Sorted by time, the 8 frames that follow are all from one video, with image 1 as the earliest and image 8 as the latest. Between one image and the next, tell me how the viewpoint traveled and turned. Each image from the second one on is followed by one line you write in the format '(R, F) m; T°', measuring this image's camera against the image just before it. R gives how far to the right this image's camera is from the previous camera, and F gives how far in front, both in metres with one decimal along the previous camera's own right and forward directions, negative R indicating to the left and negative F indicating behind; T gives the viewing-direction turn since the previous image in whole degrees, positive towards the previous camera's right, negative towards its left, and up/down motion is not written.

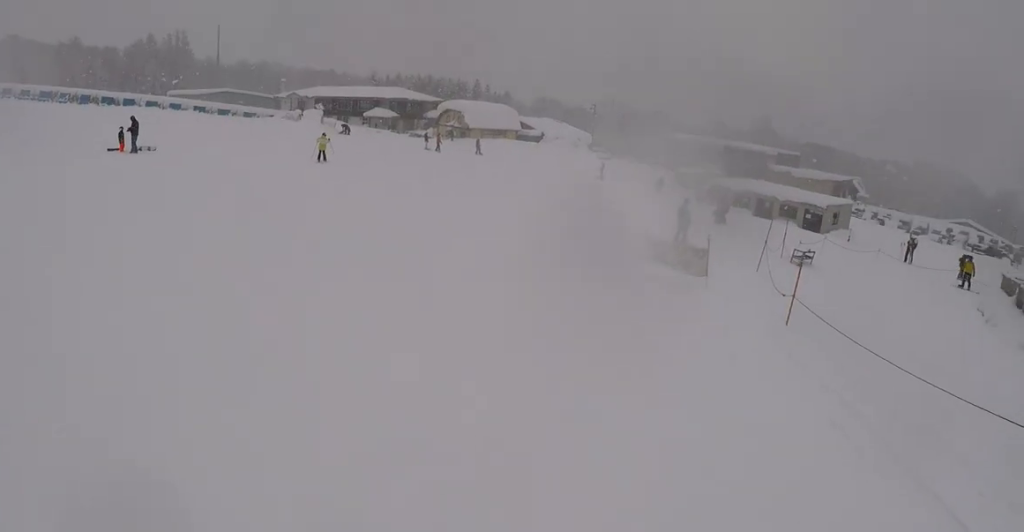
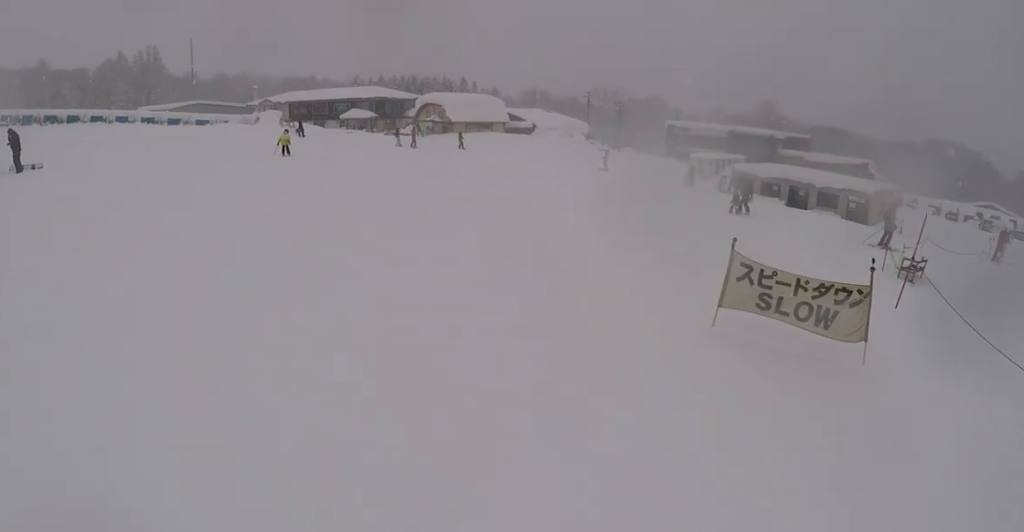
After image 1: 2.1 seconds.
(-0.2, +8.8) m; +14°
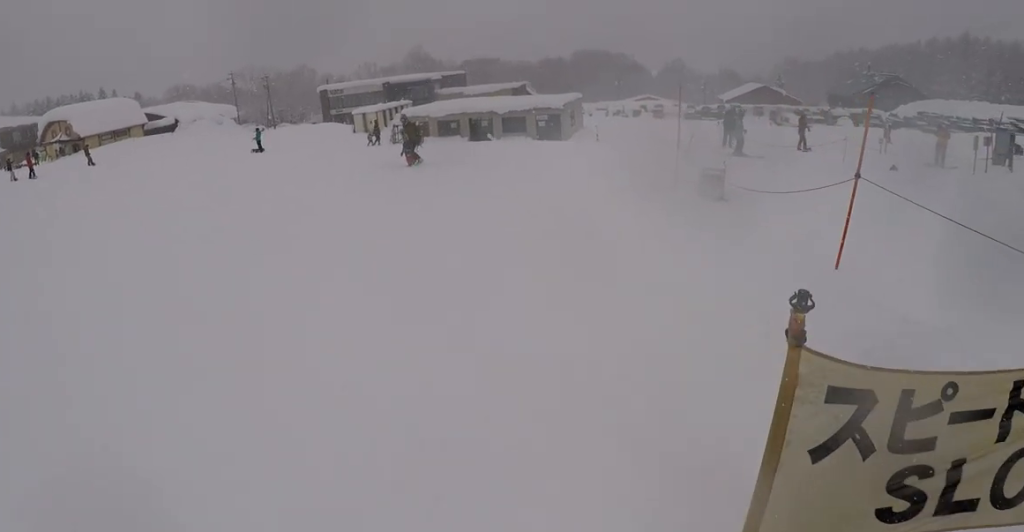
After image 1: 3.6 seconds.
(+1.4, +7.0) m; +10°
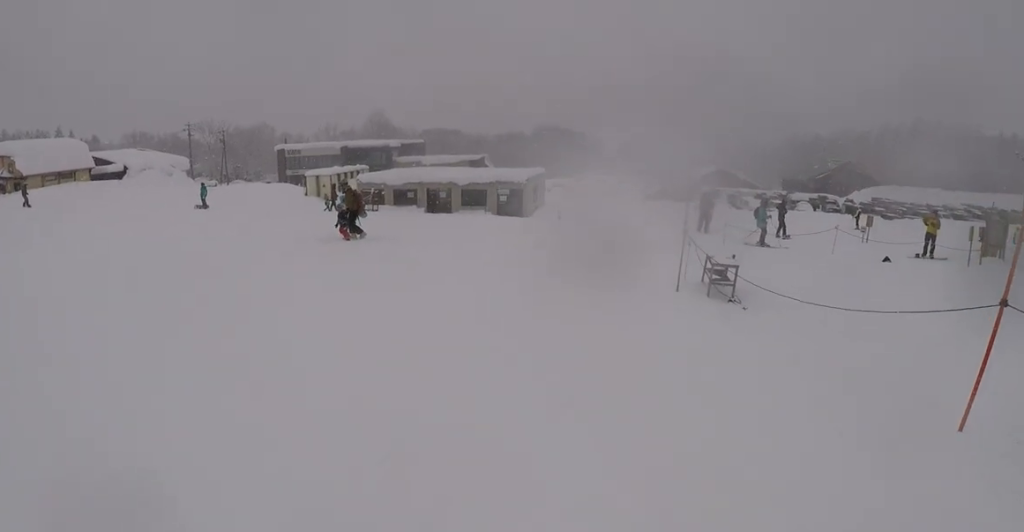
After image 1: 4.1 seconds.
(-0.3, +2.5) m; 0°
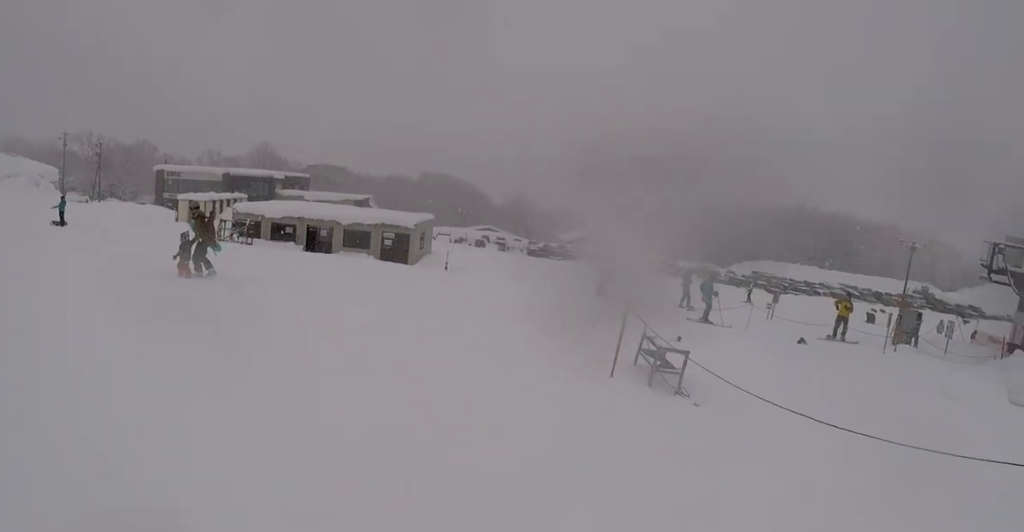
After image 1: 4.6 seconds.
(-0.2, +2.3) m; +2°
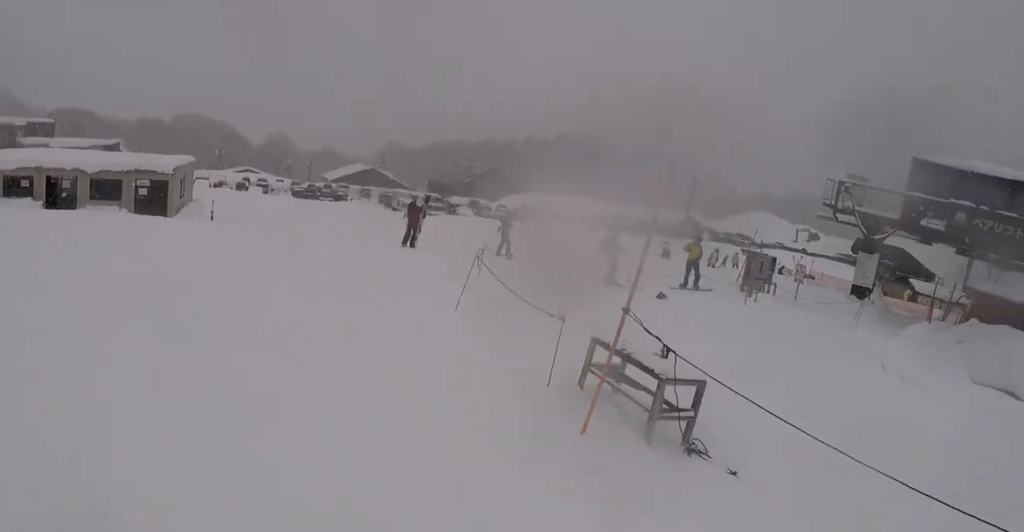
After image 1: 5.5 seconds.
(+0.3, +4.5) m; +20°
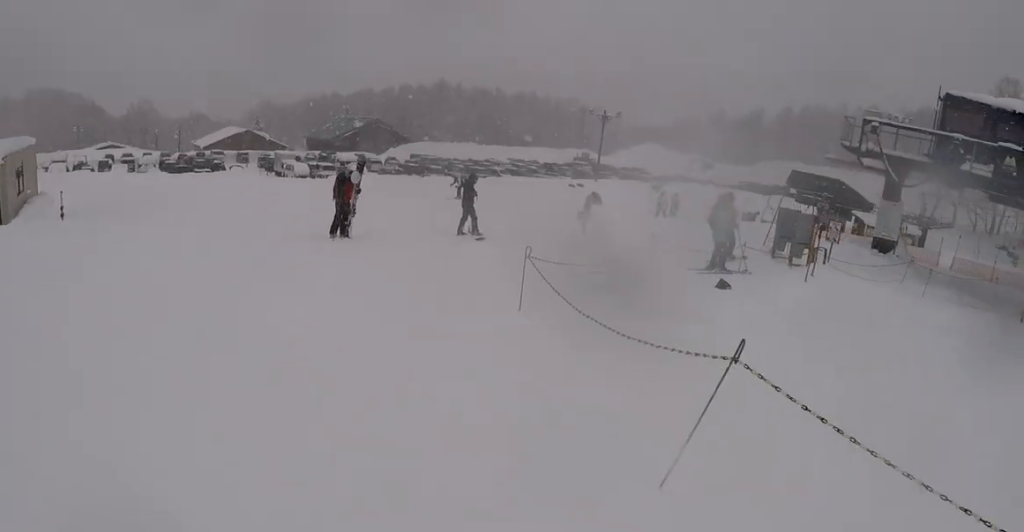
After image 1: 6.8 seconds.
(+2.2, +5.7) m; +28°
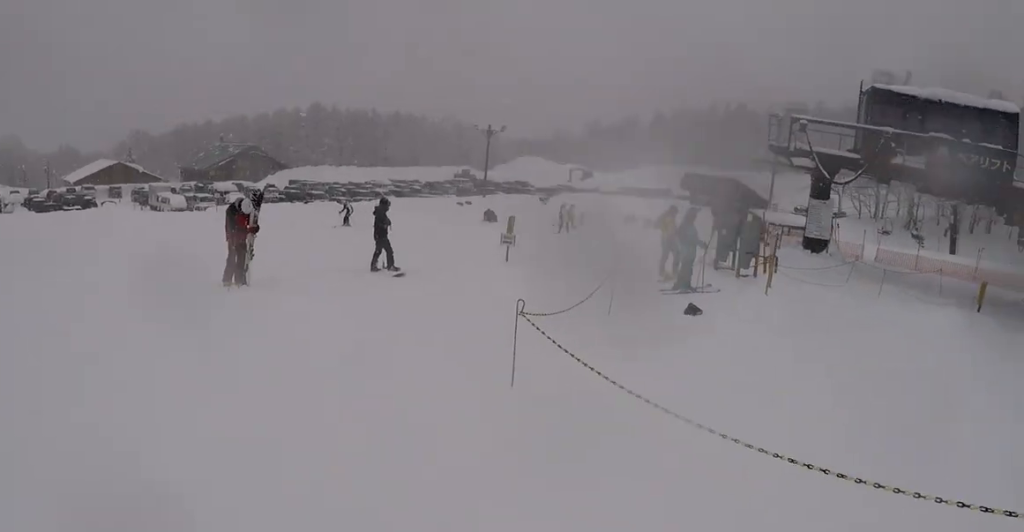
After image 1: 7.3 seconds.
(+0.4, +2.0) m; +1°
